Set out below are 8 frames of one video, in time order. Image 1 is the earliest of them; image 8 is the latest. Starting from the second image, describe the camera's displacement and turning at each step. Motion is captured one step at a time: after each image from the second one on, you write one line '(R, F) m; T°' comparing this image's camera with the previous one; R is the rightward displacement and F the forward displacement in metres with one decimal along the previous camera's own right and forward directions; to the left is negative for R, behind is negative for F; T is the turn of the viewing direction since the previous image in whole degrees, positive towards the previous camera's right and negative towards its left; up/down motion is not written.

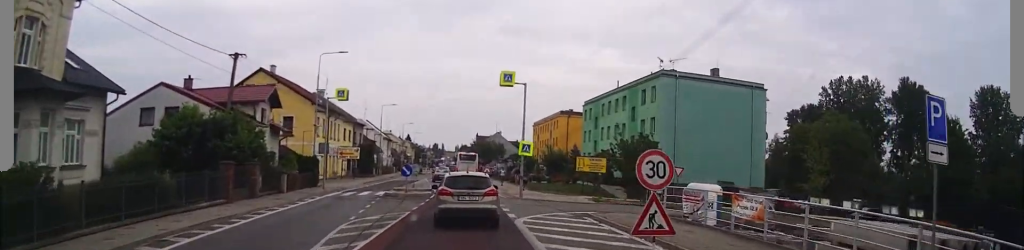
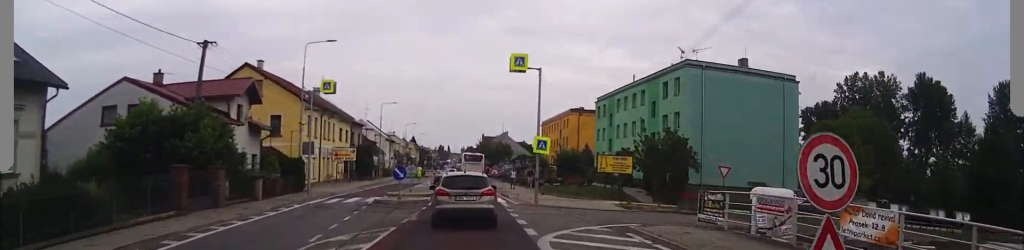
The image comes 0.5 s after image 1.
(0.0, +5.6) m; 0°
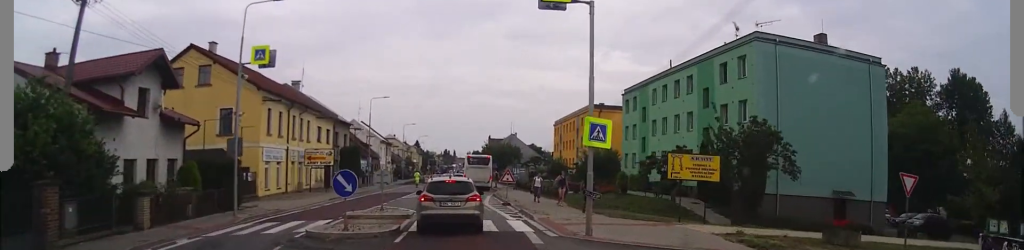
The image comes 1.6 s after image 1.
(-0.1, +12.5) m; -3°
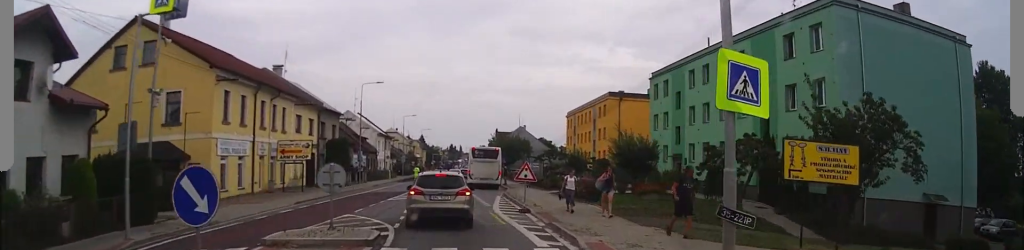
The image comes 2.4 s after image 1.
(-0.3, +8.8) m; -2°
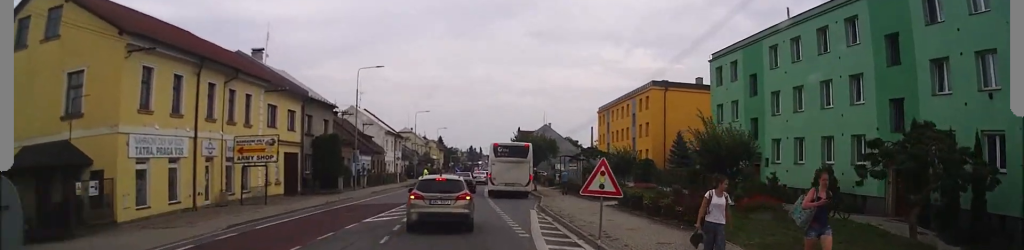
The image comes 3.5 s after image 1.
(-0.2, +11.5) m; -1°
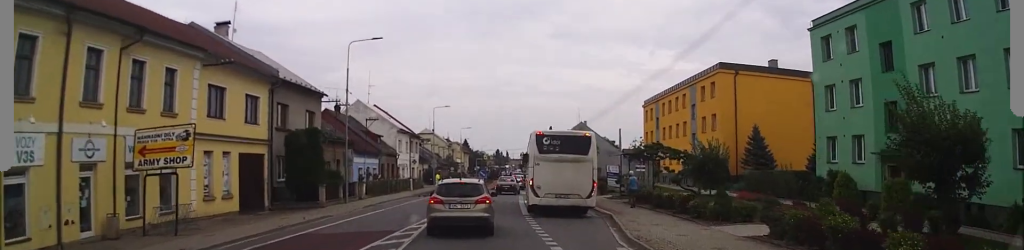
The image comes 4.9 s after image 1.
(0.0, +12.9) m; 0°
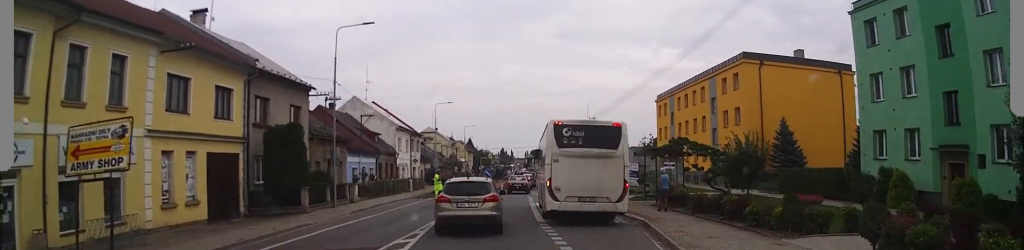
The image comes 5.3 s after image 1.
(0.0, +4.4) m; 0°
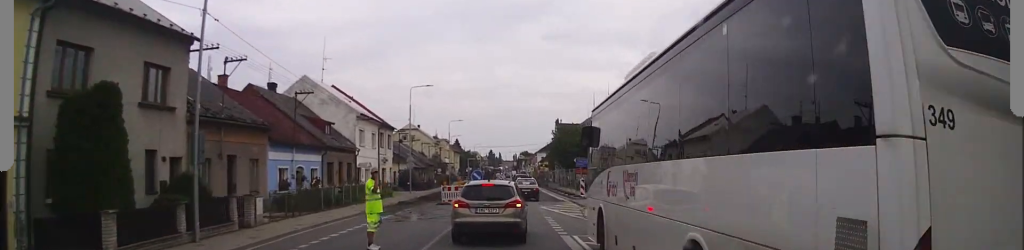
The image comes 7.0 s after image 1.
(0.0, +16.4) m; +1°
